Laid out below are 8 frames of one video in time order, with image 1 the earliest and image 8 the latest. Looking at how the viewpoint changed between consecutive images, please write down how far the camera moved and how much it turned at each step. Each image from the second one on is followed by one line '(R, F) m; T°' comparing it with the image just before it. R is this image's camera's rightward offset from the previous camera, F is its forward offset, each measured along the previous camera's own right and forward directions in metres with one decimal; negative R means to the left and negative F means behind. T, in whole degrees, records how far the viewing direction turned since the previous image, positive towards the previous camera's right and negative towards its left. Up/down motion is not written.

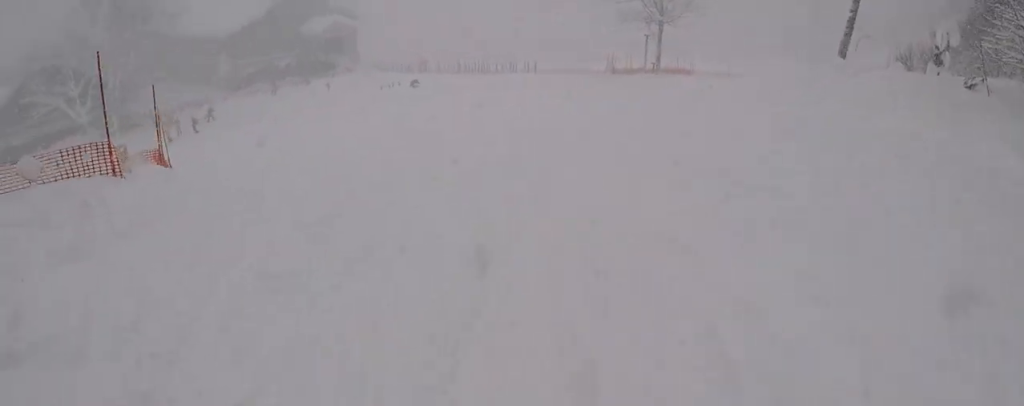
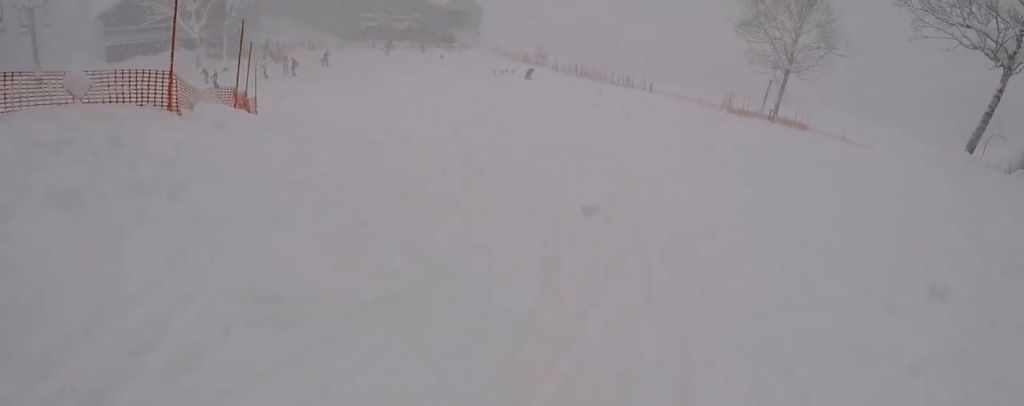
(+0.3, +1.5) m; -18°
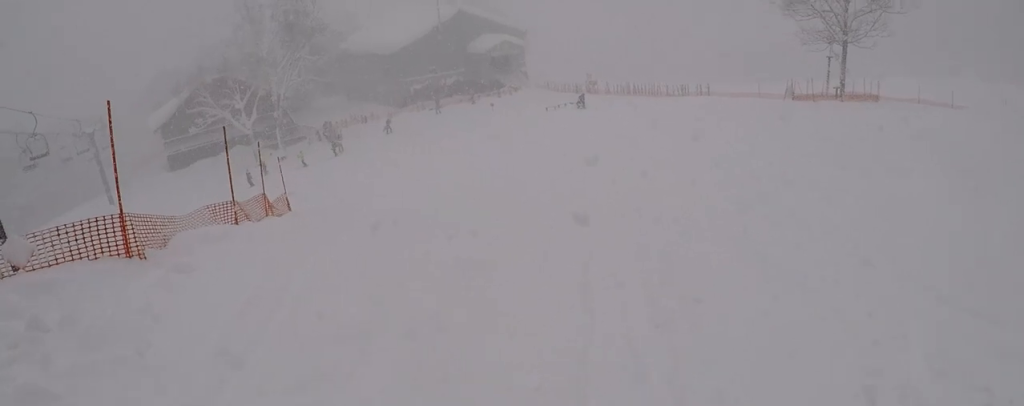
(-1.2, +1.9) m; -20°
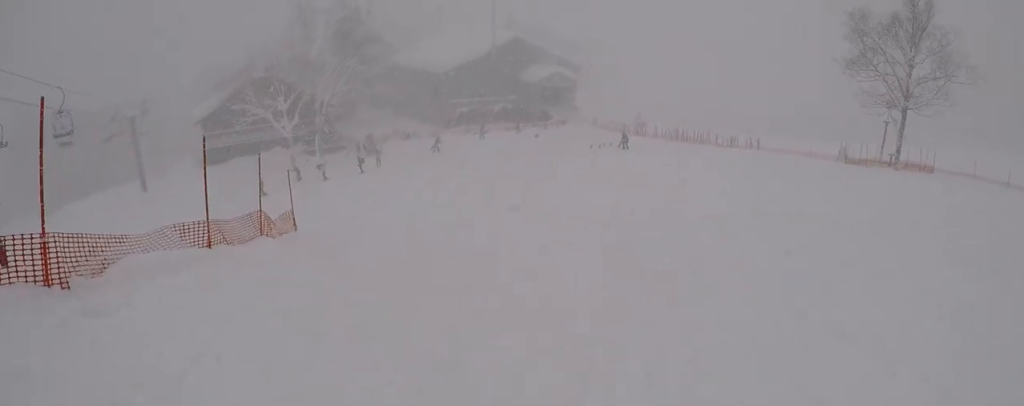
(0.0, +2.1) m; +3°
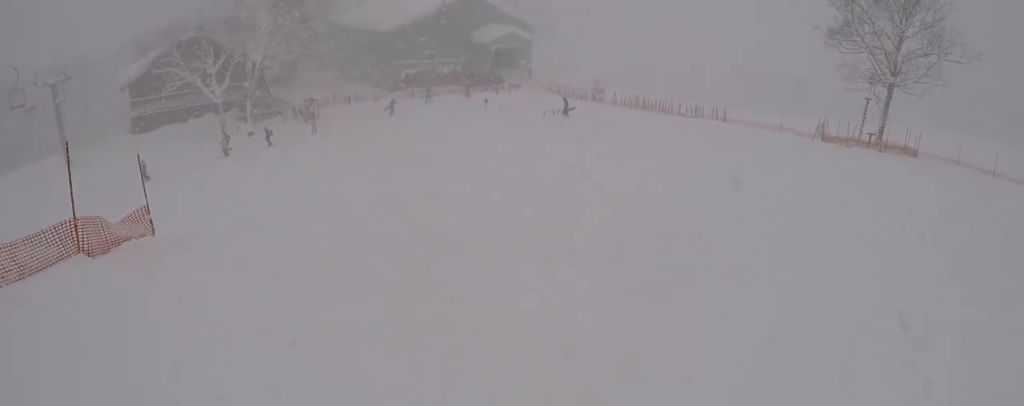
(+0.8, +4.9) m; +3°
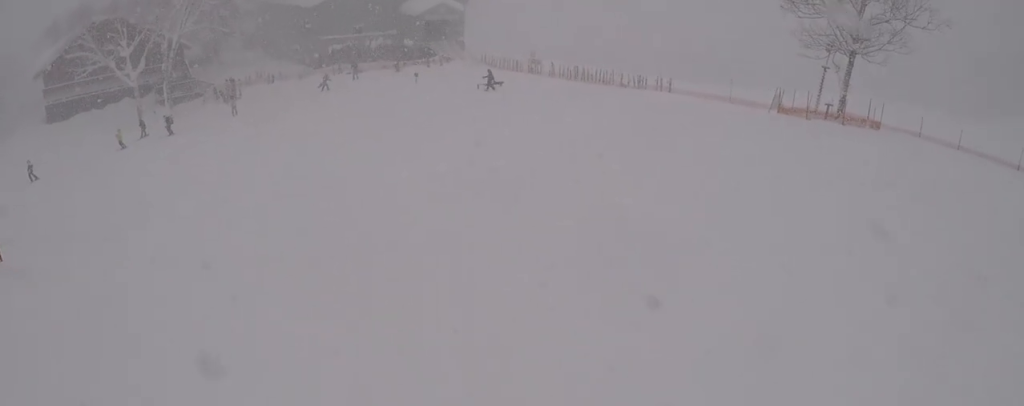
(-0.2, +3.0) m; -14°
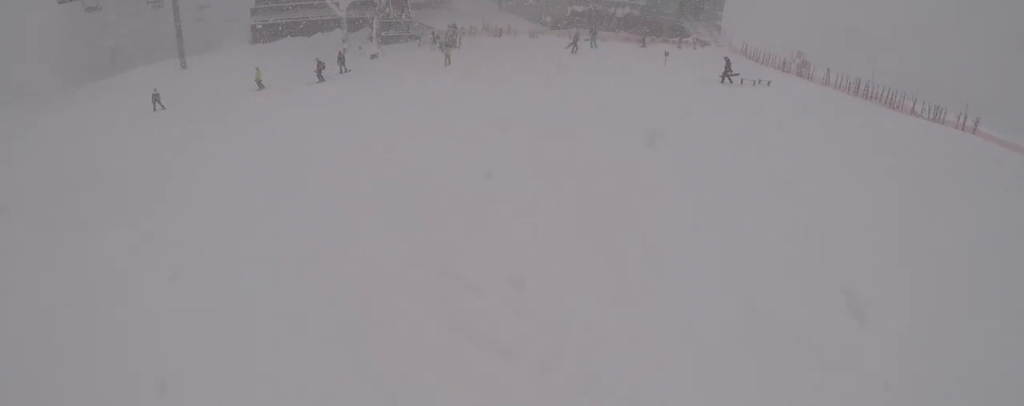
(-2.8, +7.3) m; -15°
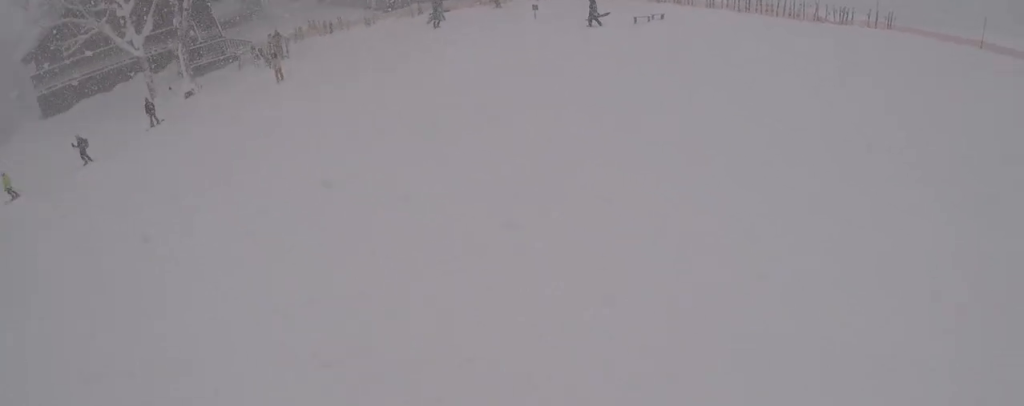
(+1.6, +5.8) m; +15°
